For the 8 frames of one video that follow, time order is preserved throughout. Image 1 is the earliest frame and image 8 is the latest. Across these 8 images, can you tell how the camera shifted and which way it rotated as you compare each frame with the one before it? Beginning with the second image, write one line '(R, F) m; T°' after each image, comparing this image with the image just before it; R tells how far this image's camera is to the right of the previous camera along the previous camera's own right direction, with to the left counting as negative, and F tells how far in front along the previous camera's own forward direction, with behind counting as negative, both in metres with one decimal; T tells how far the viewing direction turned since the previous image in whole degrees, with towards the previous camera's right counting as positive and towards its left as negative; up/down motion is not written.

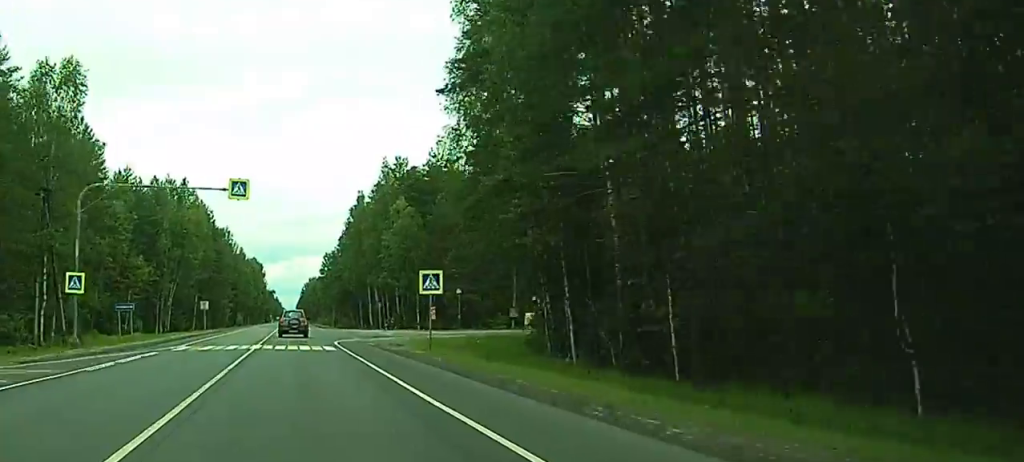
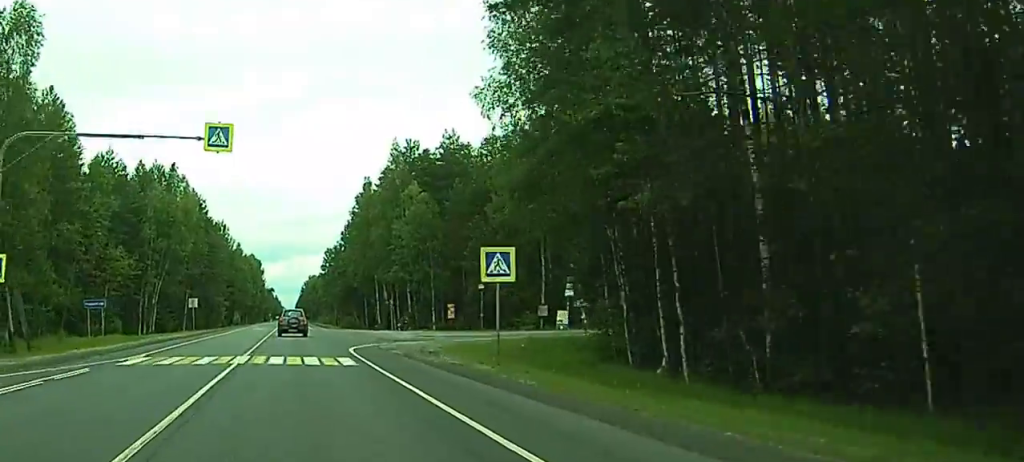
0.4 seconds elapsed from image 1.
(-0.1, +11.7) m; 0°
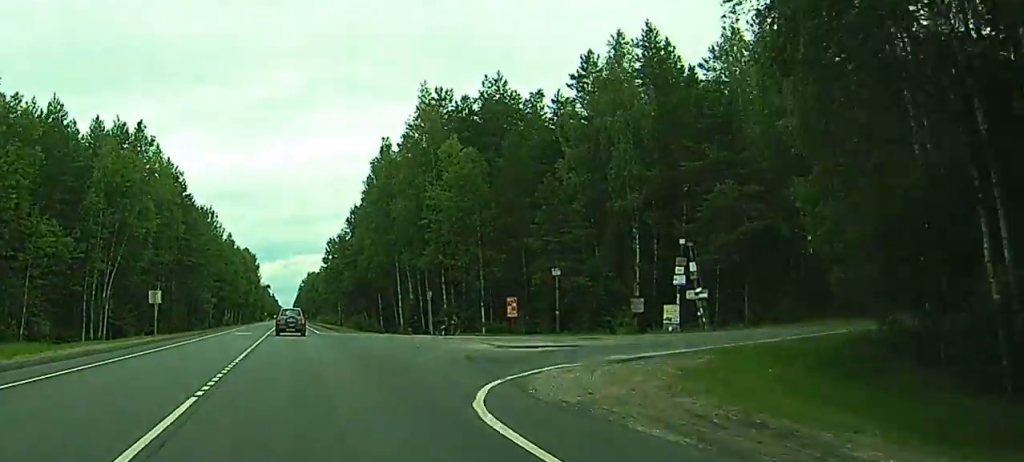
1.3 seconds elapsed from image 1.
(+0.1, +25.0) m; 0°
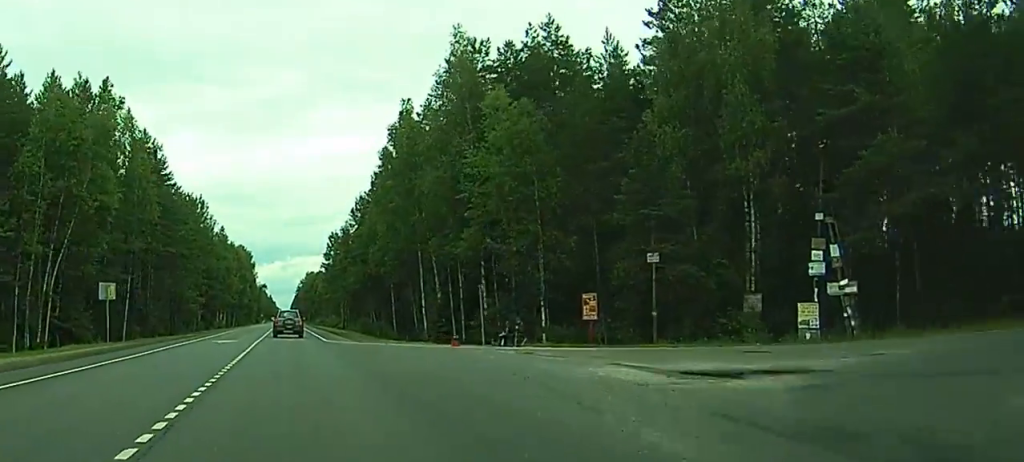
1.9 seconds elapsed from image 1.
(0.0, +16.9) m; 0°
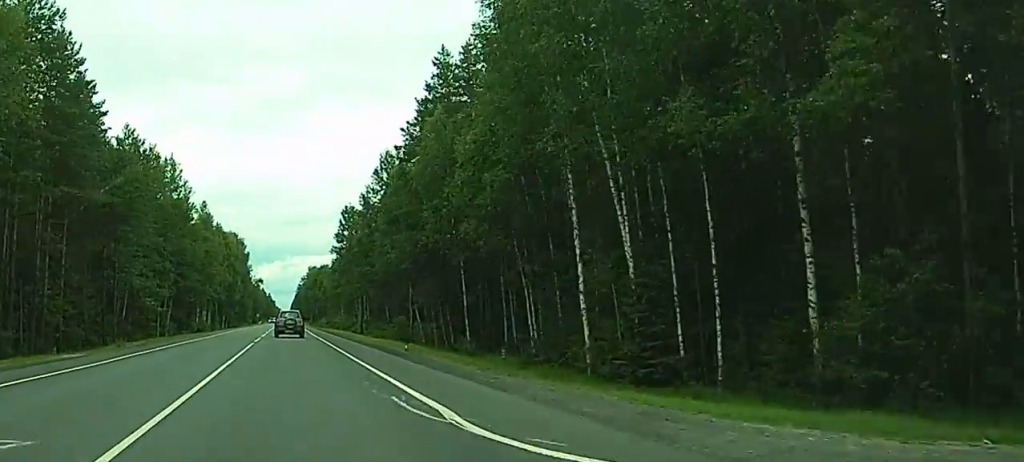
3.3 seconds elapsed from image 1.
(0.0, +39.6) m; 0°
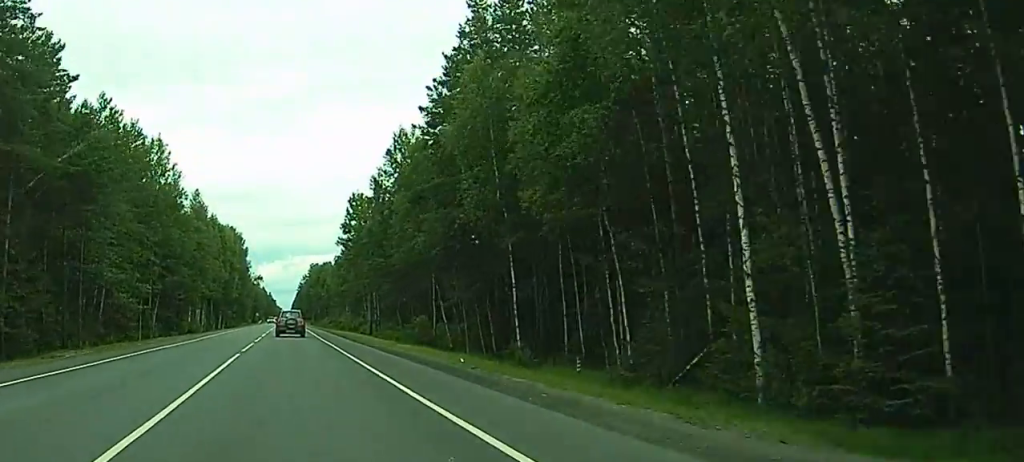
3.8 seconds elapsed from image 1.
(0.0, +12.6) m; 0°
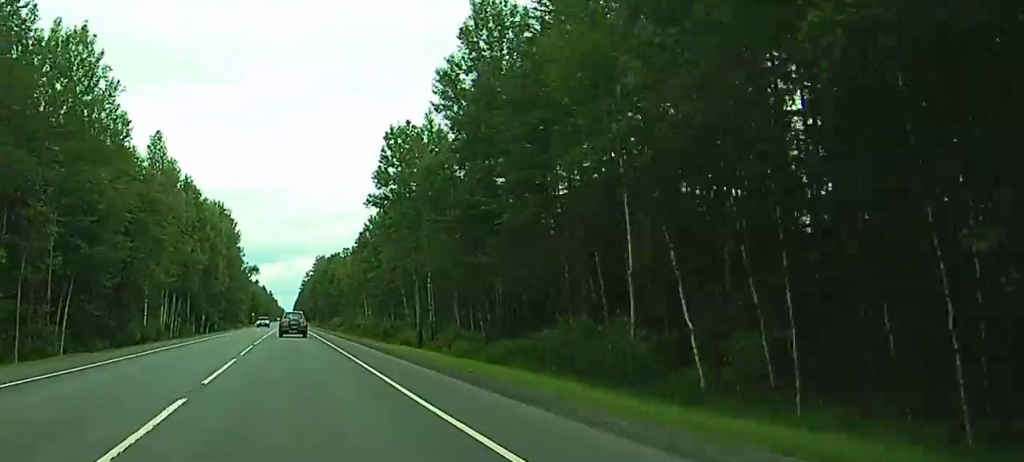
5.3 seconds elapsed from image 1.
(-0.1, +40.1) m; -1°
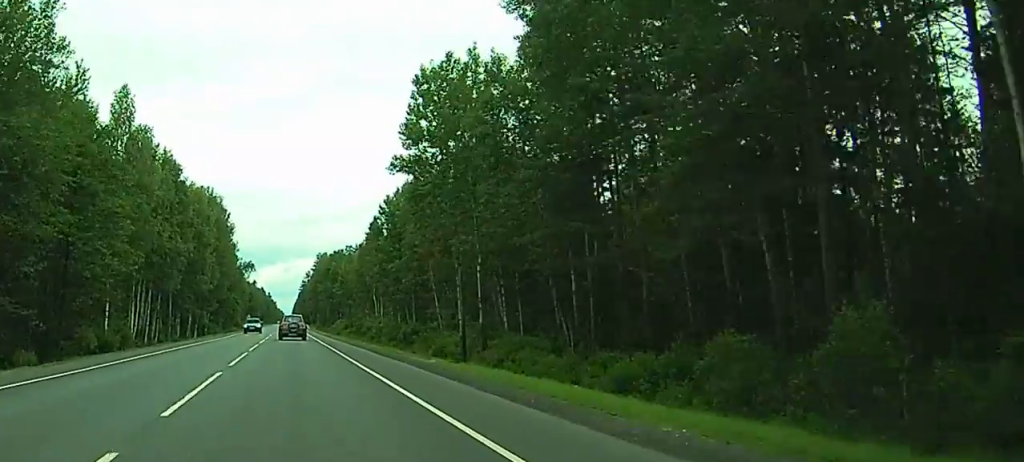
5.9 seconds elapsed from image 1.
(-0.4, +17.7) m; 0°
